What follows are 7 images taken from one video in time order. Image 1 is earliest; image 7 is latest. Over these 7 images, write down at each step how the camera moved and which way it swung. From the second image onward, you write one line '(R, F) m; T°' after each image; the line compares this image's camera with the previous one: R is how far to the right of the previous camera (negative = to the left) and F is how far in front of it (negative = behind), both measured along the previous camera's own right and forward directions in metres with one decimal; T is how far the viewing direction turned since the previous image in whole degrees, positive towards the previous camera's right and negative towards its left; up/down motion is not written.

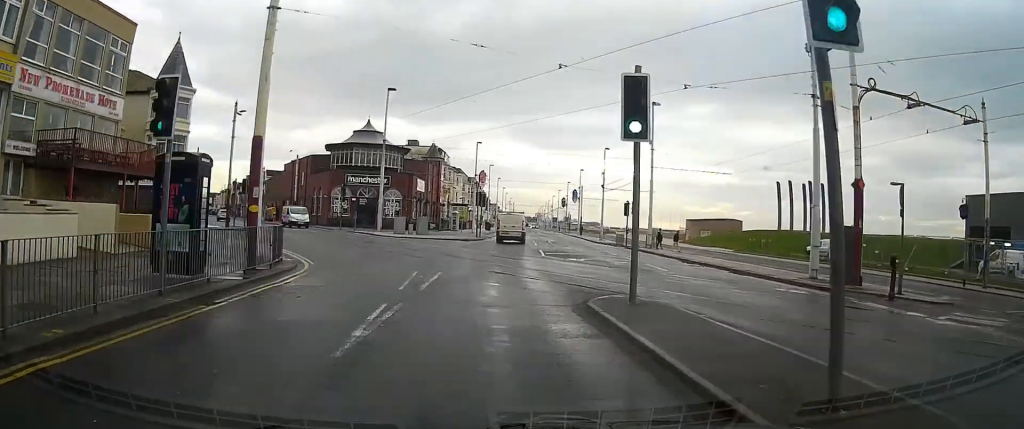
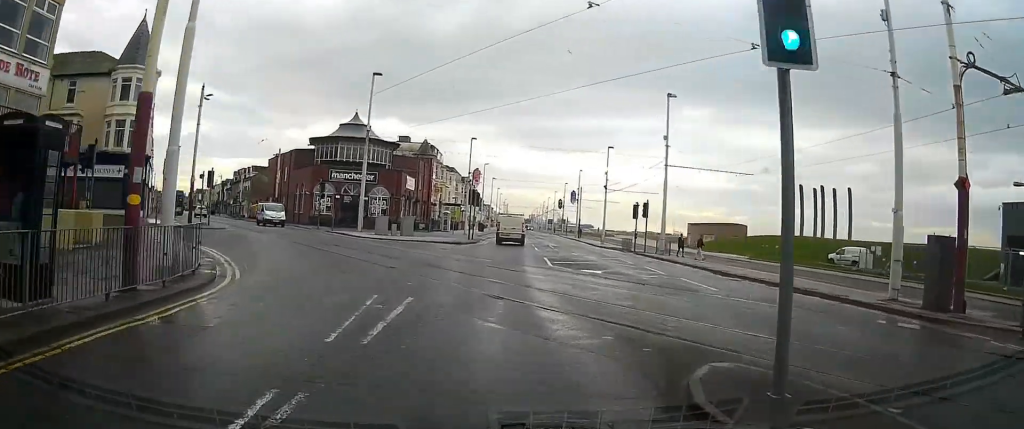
(0.0, +5.3) m; 0°
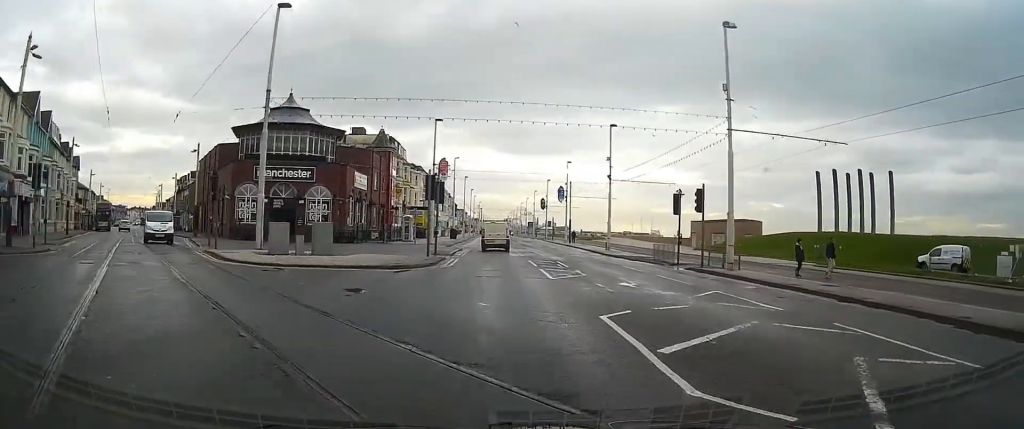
(+0.1, +16.2) m; 0°
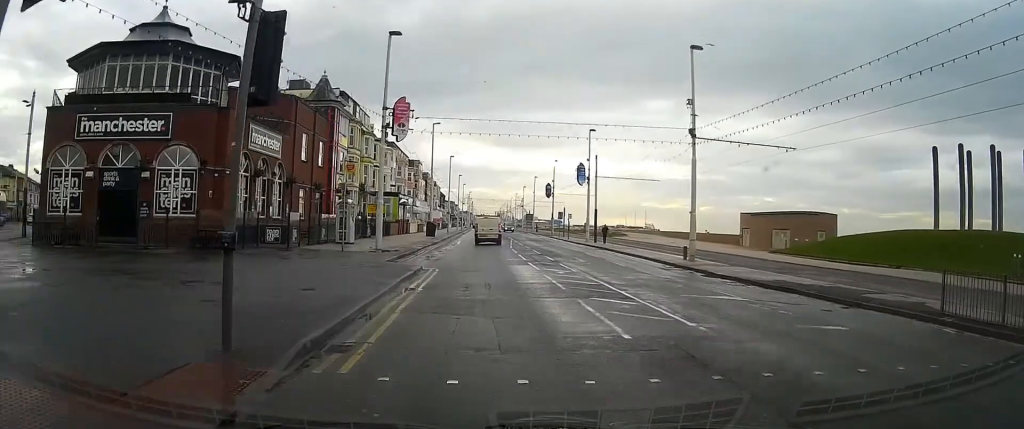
(+0.3, +24.9) m; +2°
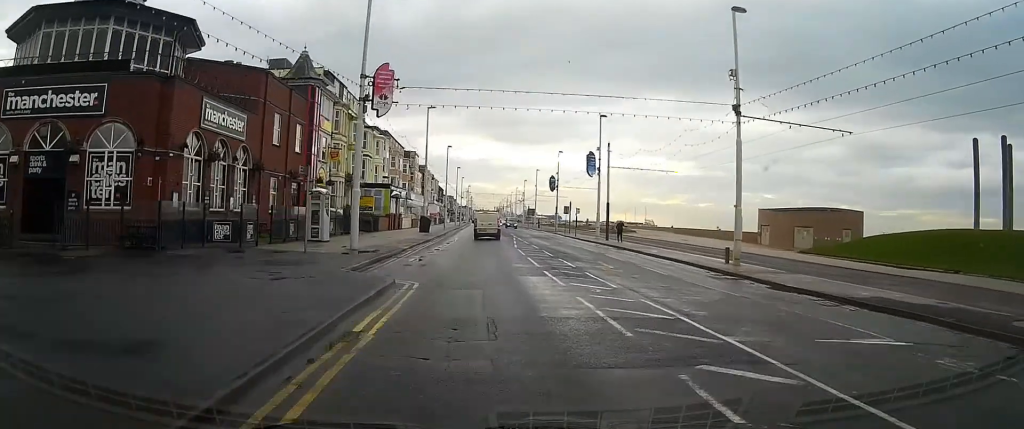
(0.0, +6.0) m; 0°
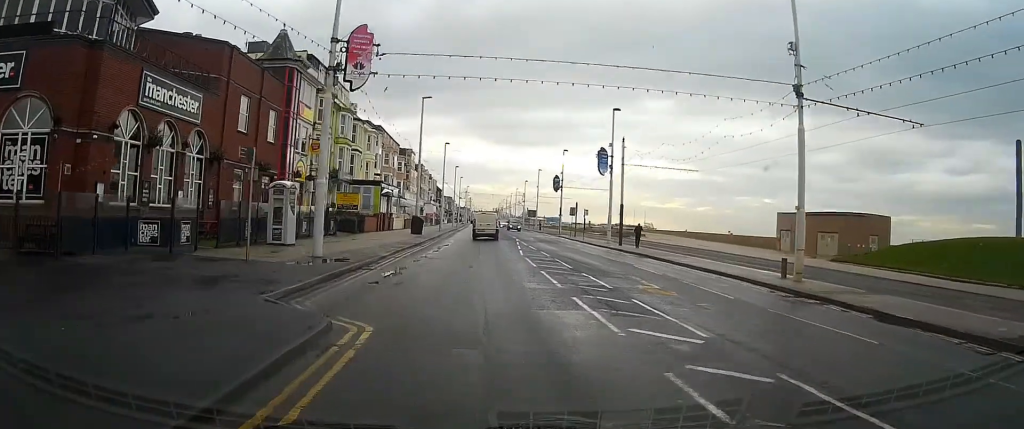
(0.0, +5.7) m; 0°
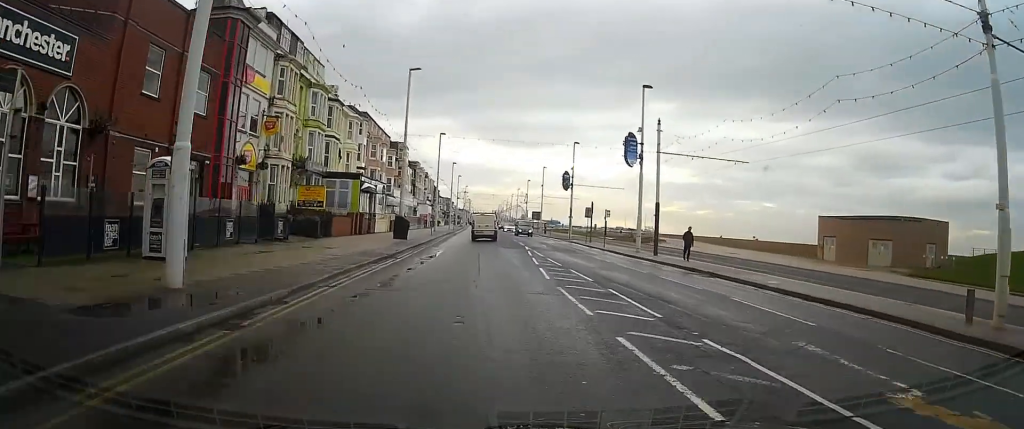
(+0.1, +9.9) m; 0°
